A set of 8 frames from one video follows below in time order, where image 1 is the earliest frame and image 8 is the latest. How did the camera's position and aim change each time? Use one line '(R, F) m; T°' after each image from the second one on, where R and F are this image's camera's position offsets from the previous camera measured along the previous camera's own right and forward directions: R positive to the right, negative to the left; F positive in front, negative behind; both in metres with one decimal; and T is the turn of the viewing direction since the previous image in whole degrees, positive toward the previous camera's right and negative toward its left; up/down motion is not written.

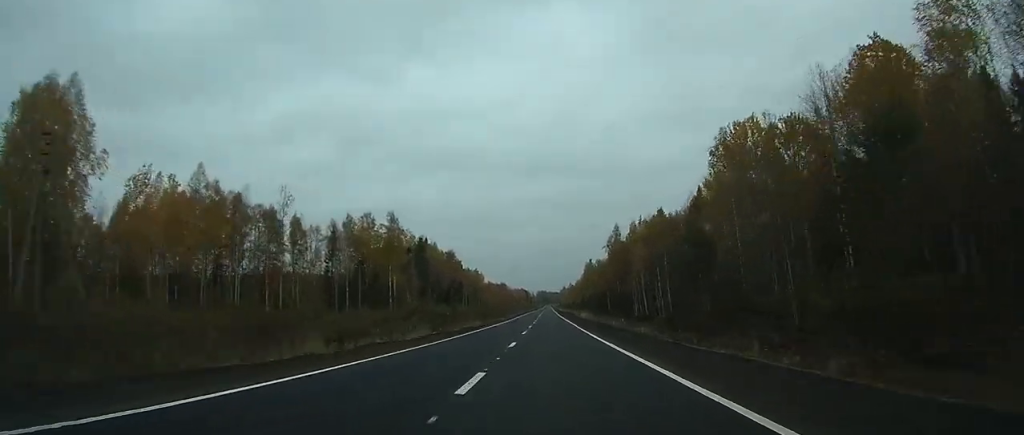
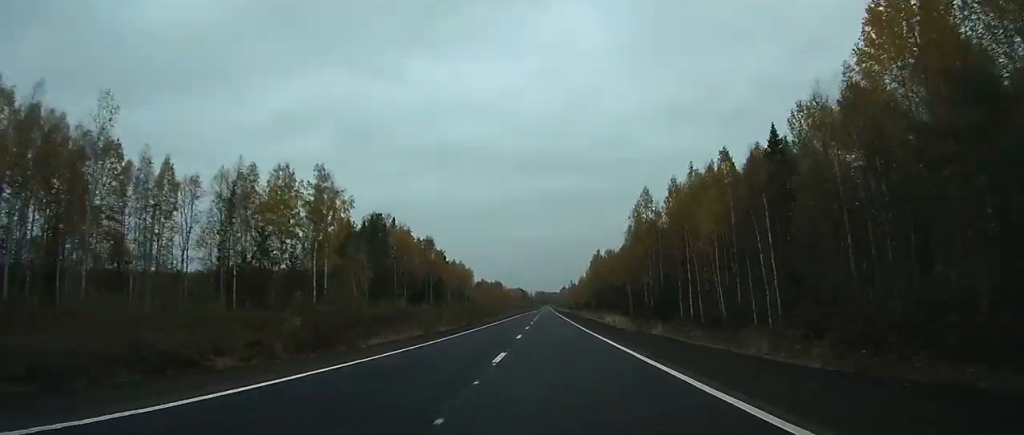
(0.0, +41.4) m; 0°
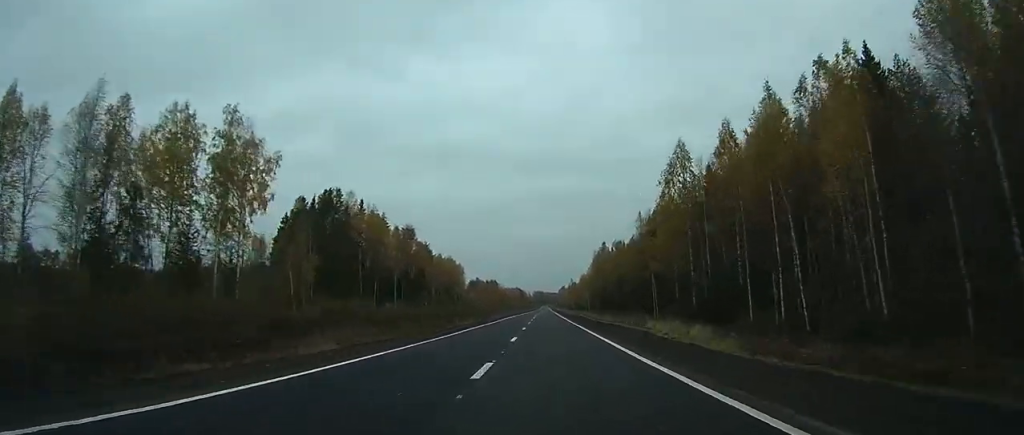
(+0.1, +26.4) m; 0°
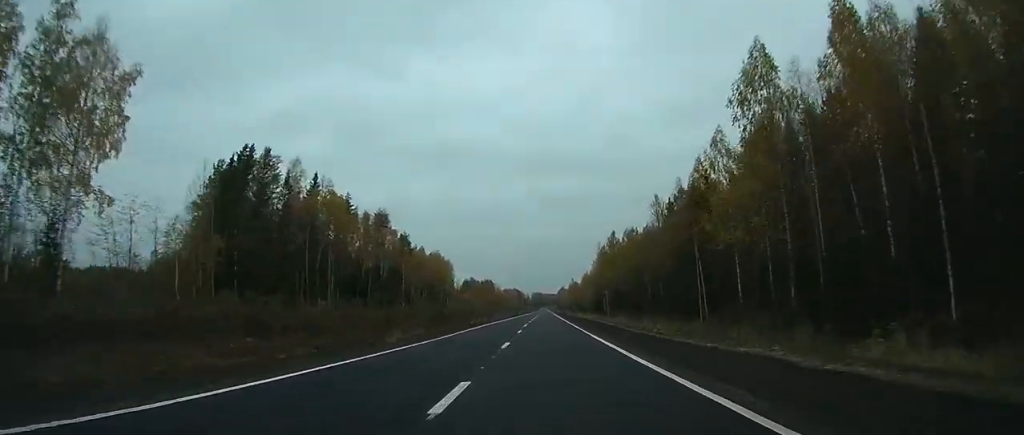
(0.0, +26.7) m; 0°
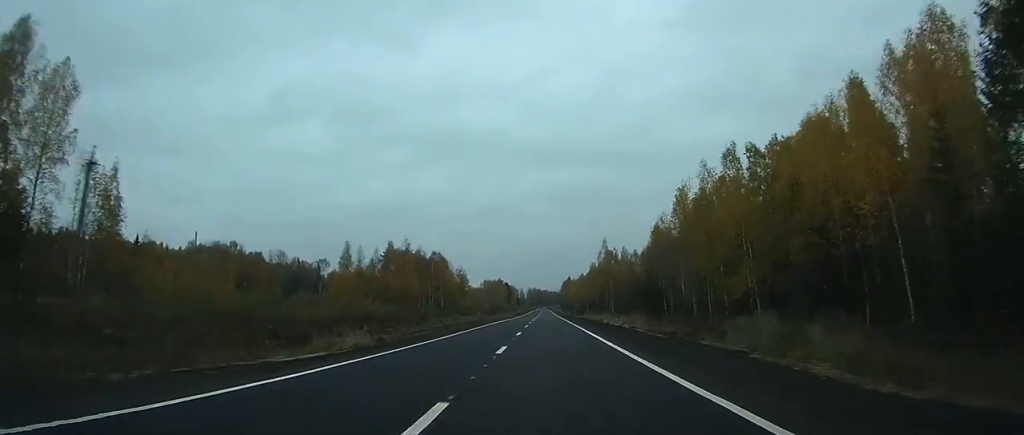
(+0.4, +197.7) m; 0°
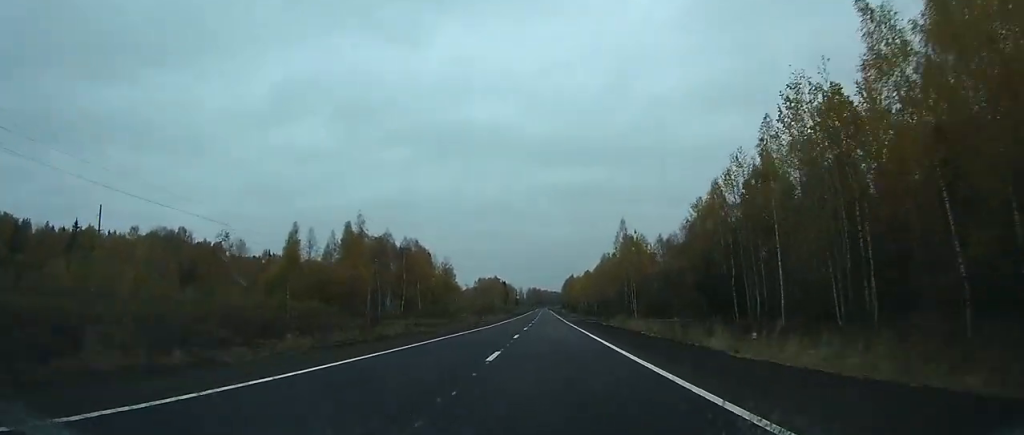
(0.0, +37.1) m; 0°
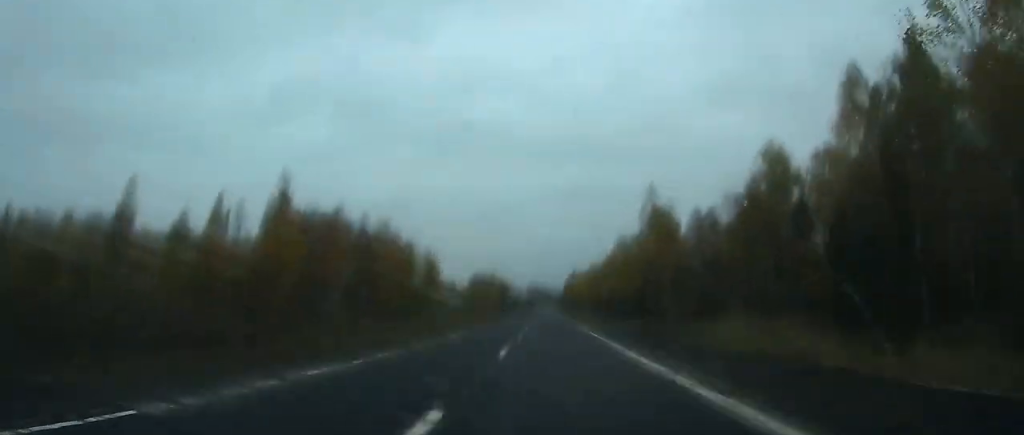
(0.0, +32.8) m; 0°
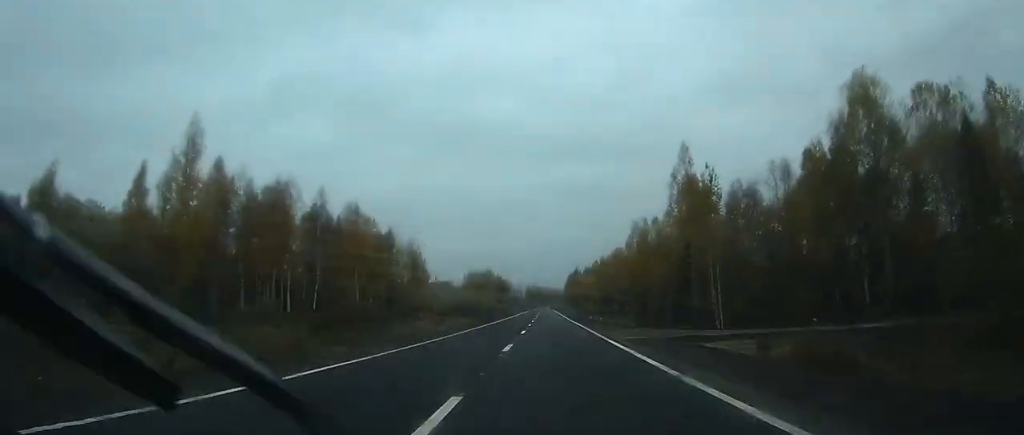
(0.0, +22.1) m; 0°
